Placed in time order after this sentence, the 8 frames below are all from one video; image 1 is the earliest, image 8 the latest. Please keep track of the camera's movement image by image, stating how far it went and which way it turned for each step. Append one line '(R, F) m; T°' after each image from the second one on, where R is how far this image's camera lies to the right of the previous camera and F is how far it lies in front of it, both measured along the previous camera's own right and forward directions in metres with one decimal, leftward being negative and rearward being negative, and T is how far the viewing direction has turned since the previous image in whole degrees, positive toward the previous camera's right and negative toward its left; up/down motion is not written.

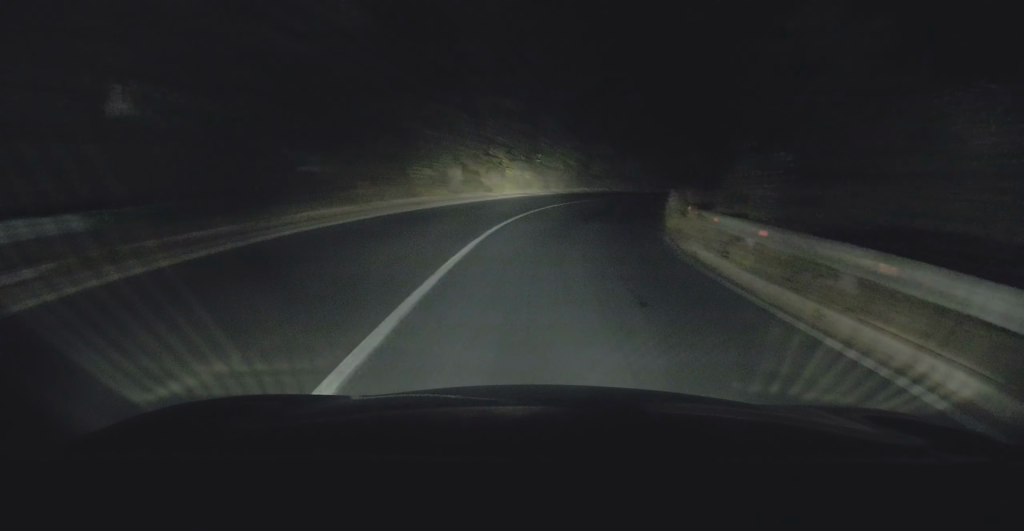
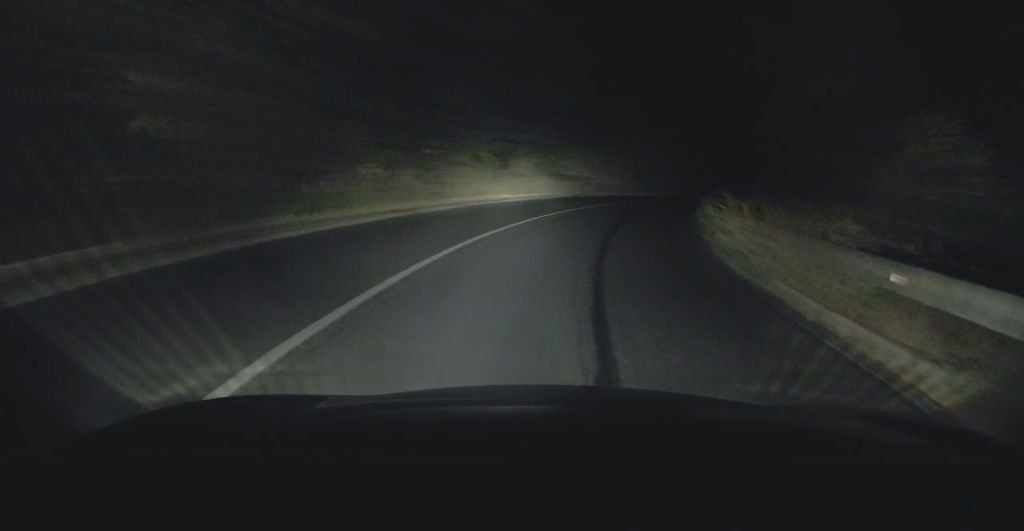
(-1.1, +16.5) m; -1°
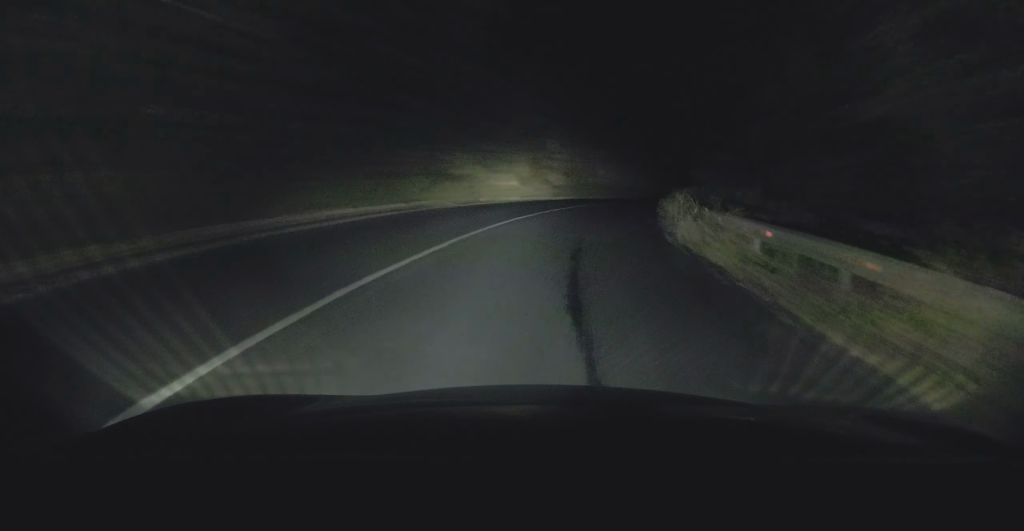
(+0.7, +11.9) m; +7°
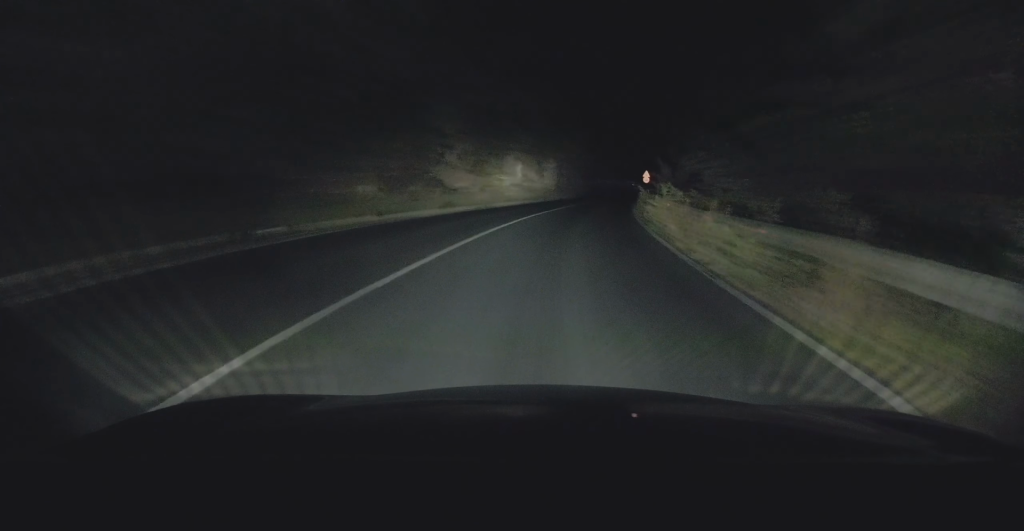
(+1.6, +16.9) m; +12°
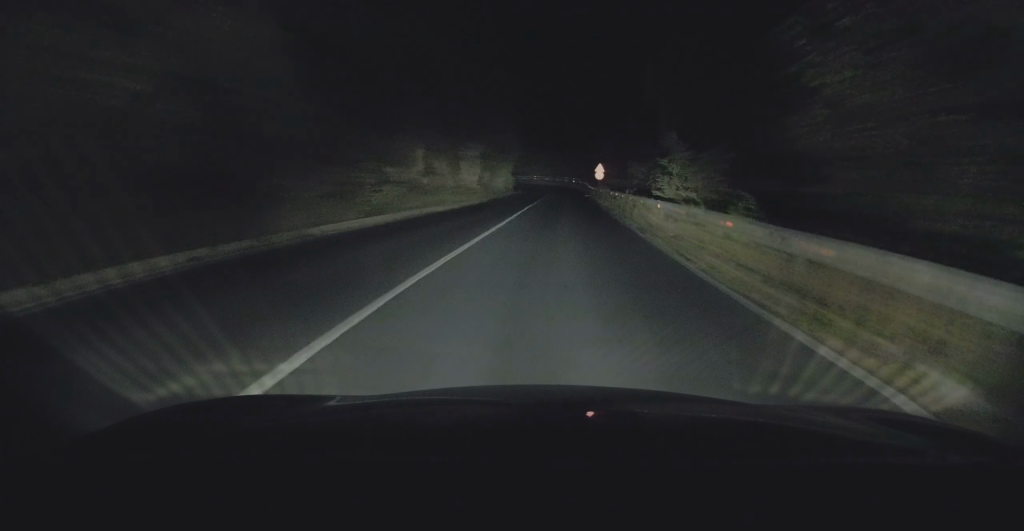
(+2.0, +19.1) m; +8°
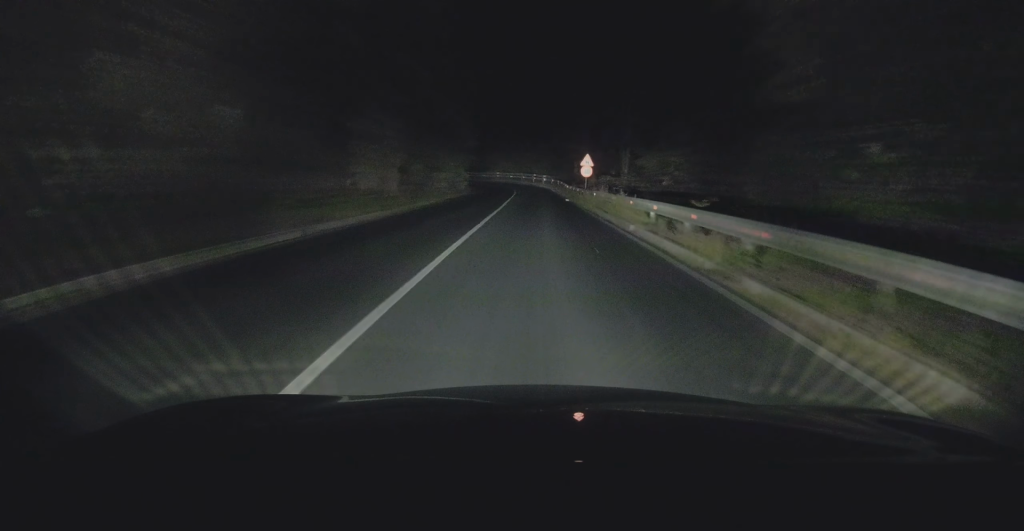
(+0.4, +19.1) m; +2°
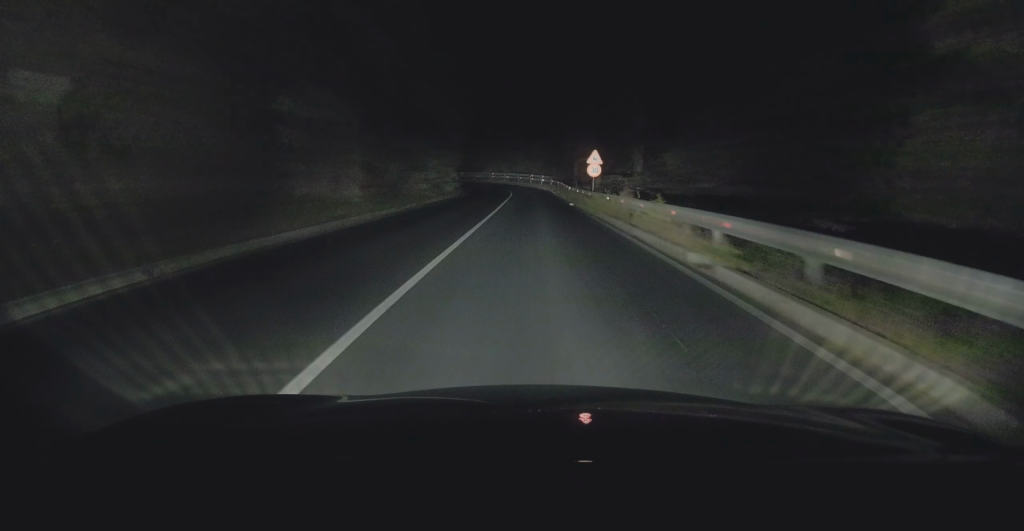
(0.0, +6.5) m; 0°
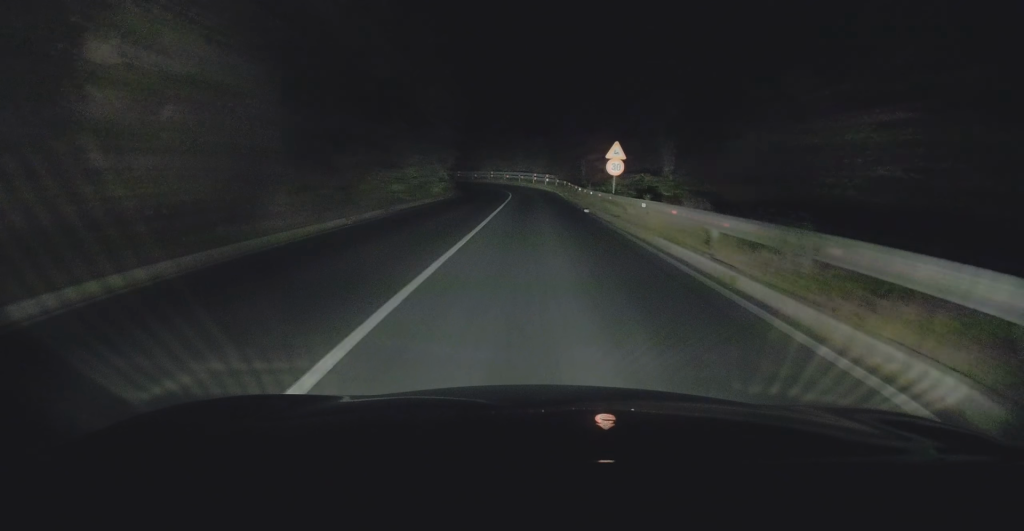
(0.0, +7.7) m; 0°
